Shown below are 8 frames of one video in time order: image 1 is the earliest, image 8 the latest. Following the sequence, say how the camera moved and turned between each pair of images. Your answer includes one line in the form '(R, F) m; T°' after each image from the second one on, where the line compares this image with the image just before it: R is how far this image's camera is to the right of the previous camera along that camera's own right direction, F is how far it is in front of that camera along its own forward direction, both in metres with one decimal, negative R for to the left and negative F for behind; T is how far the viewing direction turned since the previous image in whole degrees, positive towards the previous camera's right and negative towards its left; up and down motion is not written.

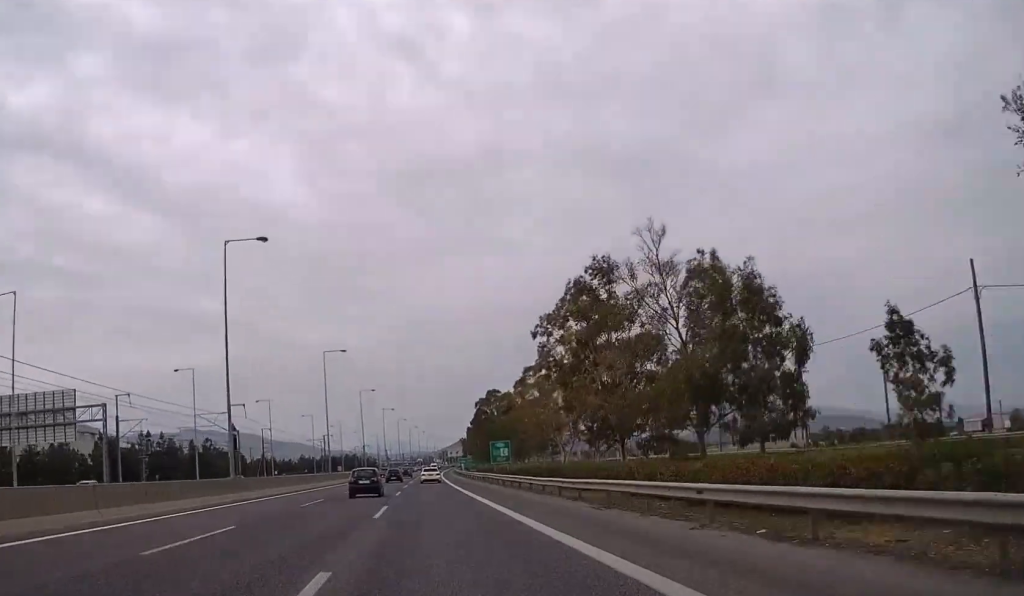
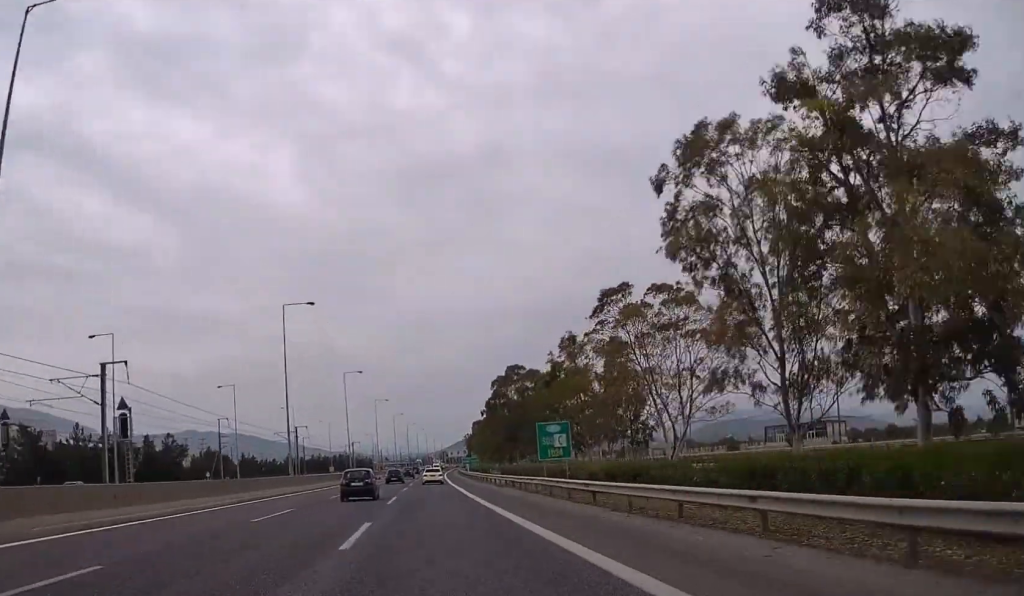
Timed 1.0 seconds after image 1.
(+0.1, +27.1) m; 0°
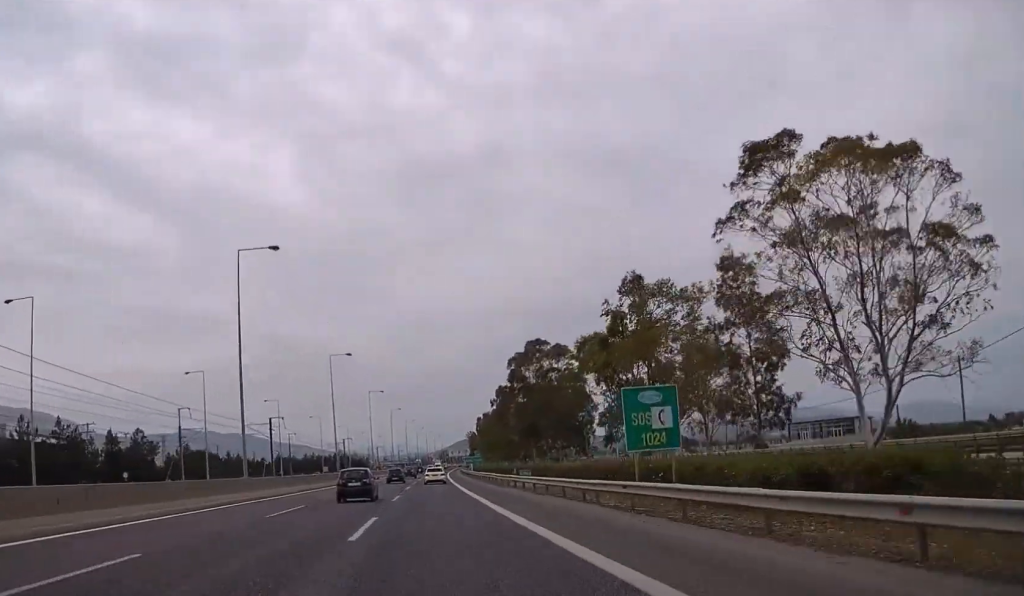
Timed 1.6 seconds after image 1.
(0.0, +15.8) m; 0°
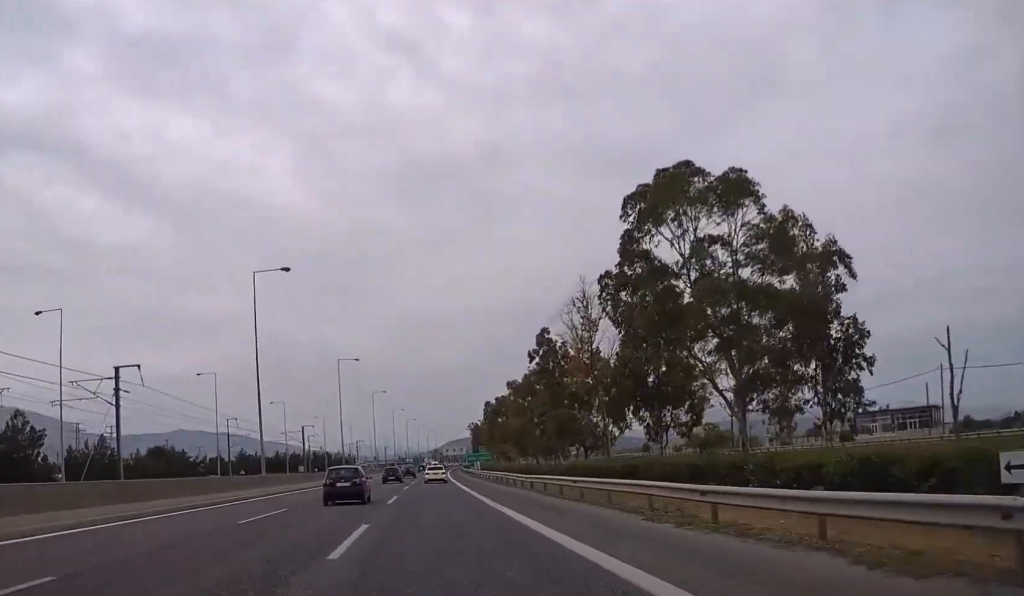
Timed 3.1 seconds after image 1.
(+0.1, +39.8) m; +1°
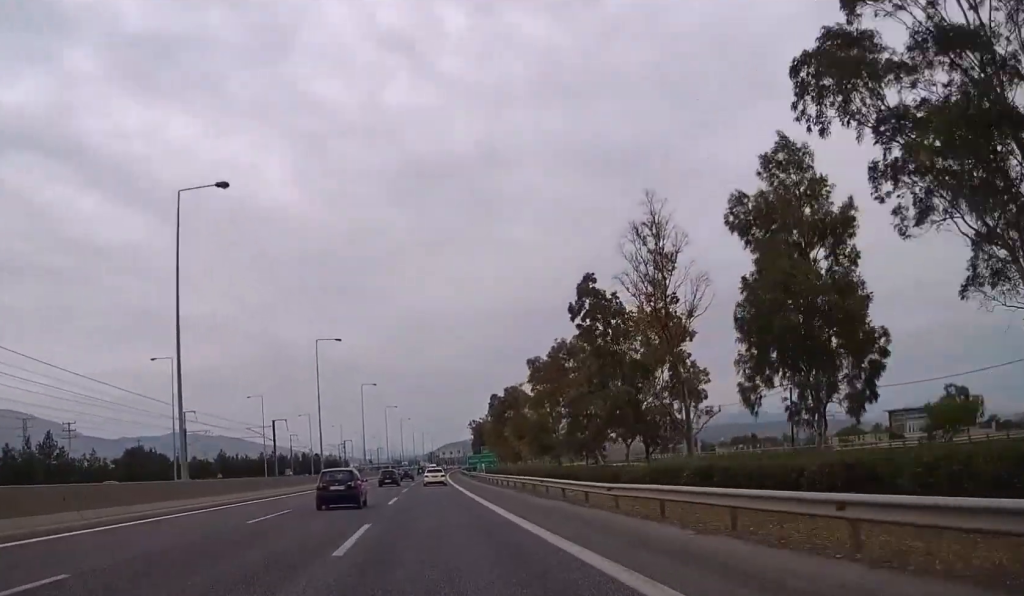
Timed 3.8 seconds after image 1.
(0.0, +17.1) m; 0°
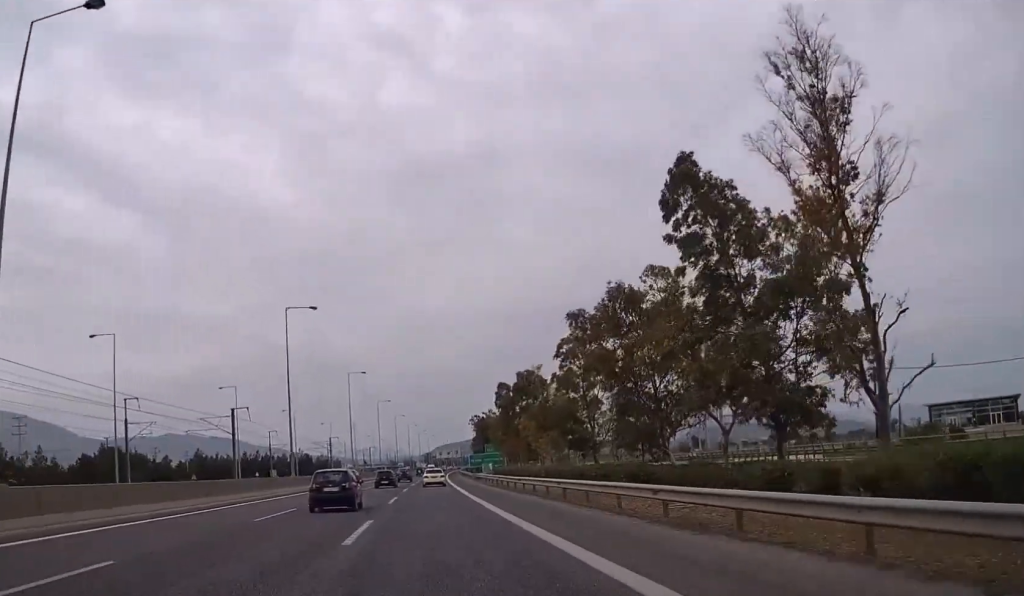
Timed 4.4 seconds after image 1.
(+0.2, +16.1) m; 0°
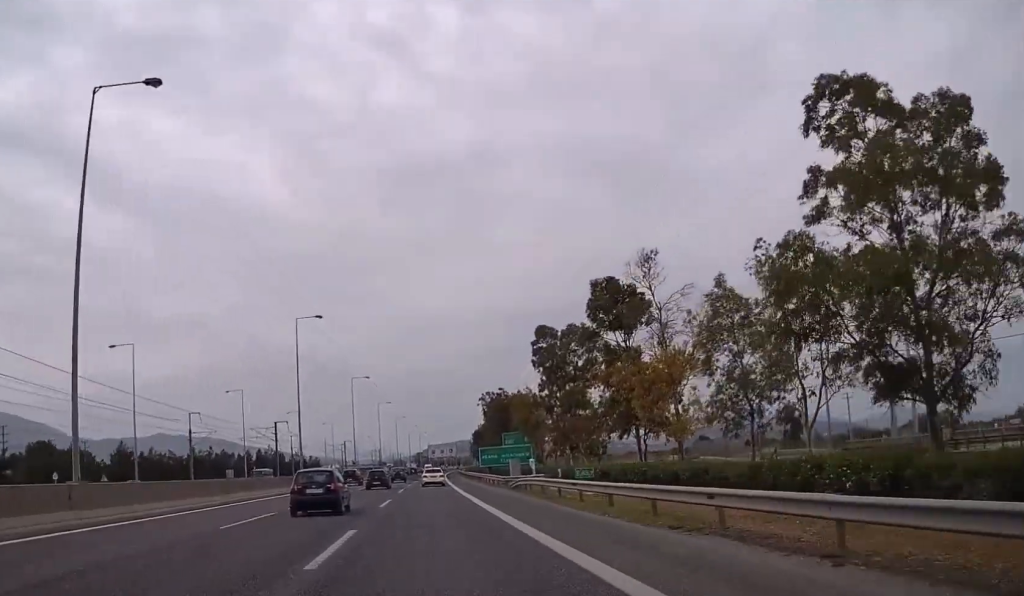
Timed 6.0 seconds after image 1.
(+0.1, +40.2) m; 0°
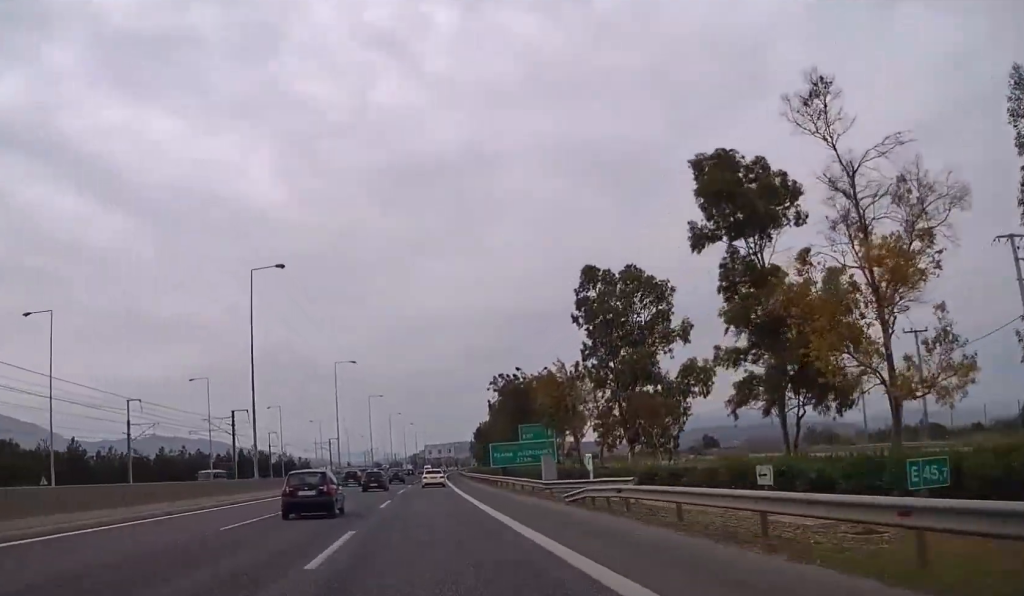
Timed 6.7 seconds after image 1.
(+0.1, +17.5) m; 0°
